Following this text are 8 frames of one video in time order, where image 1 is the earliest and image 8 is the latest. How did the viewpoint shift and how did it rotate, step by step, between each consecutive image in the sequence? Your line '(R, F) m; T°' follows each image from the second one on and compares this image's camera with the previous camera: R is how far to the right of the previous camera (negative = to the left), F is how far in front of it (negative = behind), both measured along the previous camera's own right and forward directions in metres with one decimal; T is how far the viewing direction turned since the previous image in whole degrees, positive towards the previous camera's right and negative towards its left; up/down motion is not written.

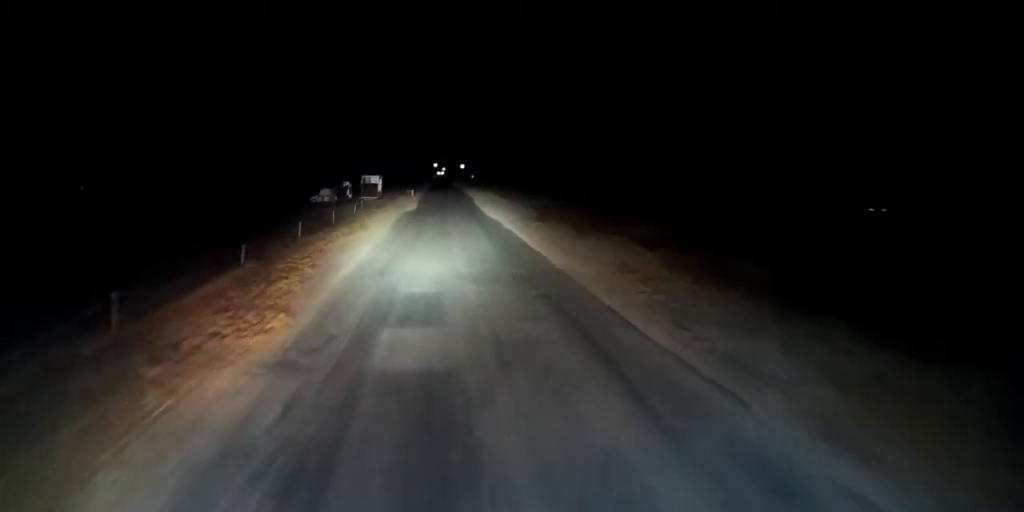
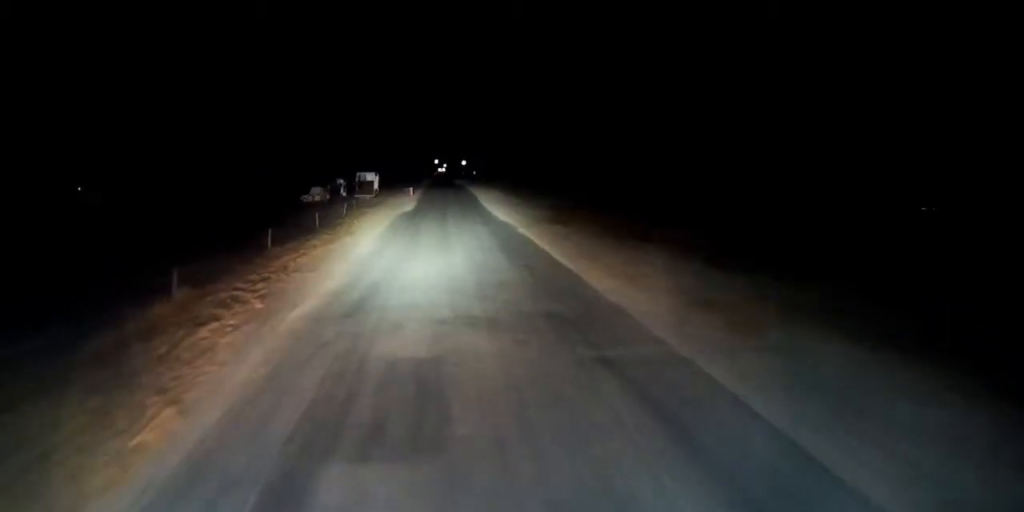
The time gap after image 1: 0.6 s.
(0.0, +7.2) m; 0°
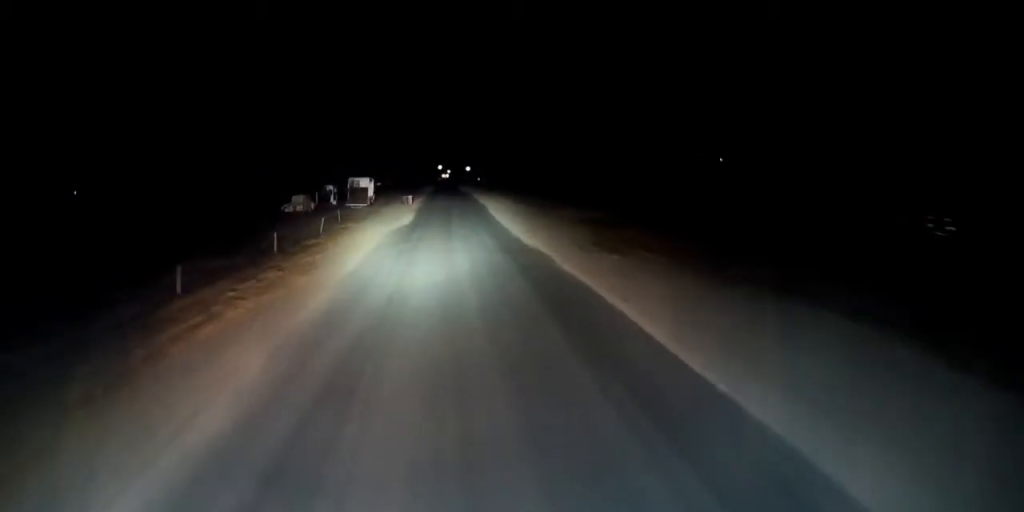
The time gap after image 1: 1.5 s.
(0.0, +11.8) m; -1°
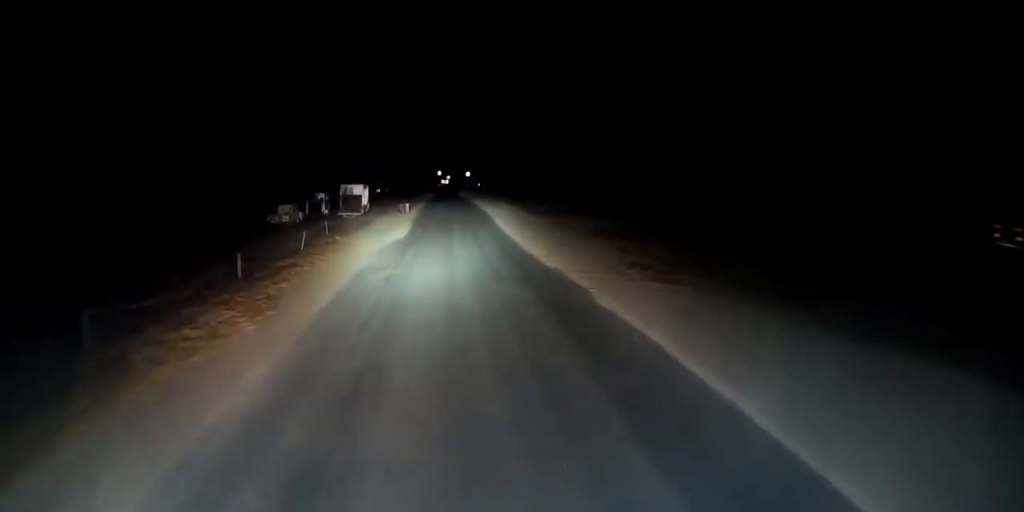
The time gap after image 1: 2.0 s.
(-0.1, +6.0) m; -1°
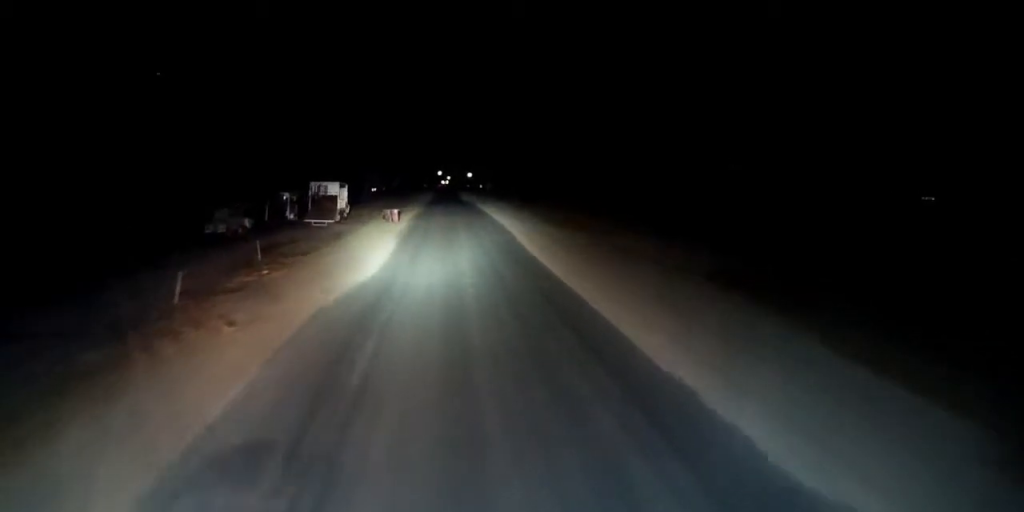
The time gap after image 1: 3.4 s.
(-0.3, +19.0) m; 0°
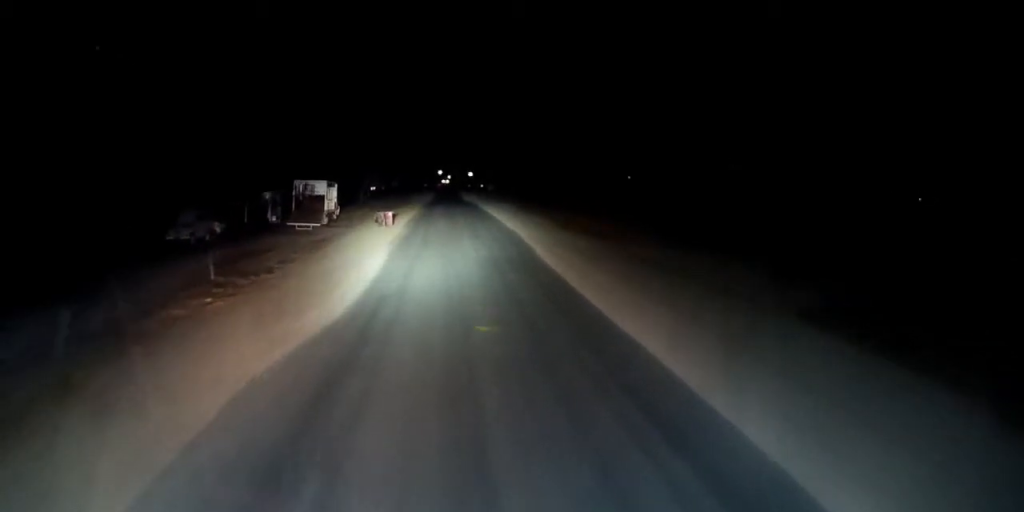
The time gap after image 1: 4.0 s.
(+0.1, +7.0) m; +1°
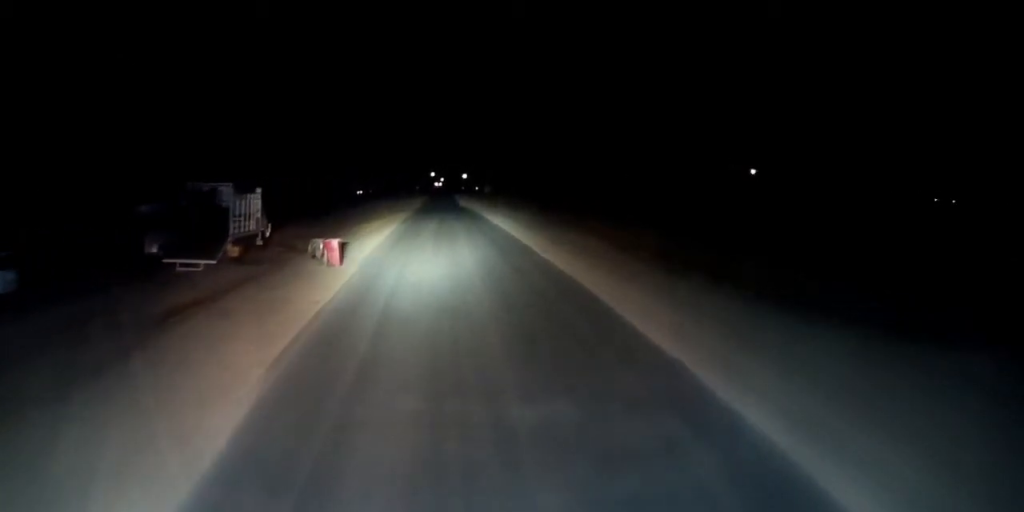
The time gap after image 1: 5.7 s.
(+0.3, +23.3) m; 0°
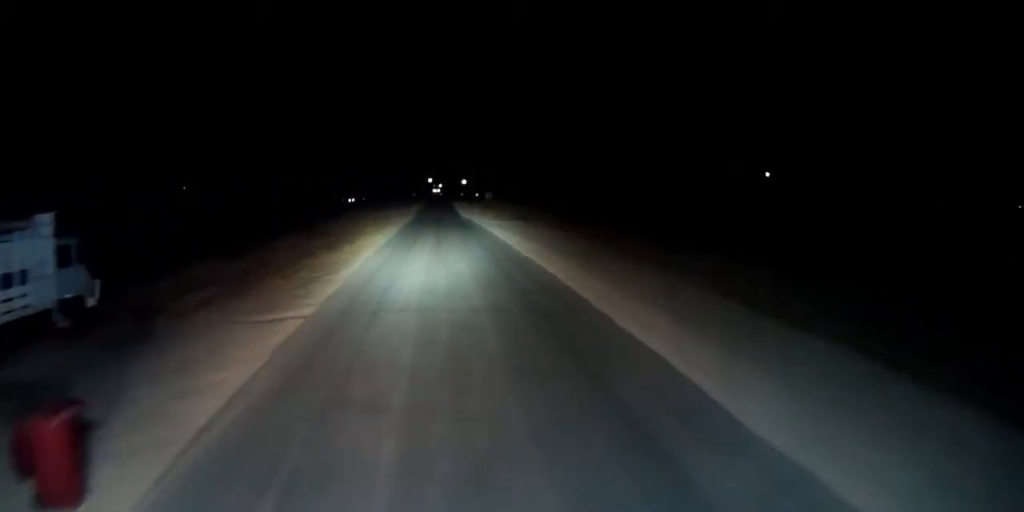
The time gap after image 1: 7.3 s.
(-0.4, +21.0) m; -1°
